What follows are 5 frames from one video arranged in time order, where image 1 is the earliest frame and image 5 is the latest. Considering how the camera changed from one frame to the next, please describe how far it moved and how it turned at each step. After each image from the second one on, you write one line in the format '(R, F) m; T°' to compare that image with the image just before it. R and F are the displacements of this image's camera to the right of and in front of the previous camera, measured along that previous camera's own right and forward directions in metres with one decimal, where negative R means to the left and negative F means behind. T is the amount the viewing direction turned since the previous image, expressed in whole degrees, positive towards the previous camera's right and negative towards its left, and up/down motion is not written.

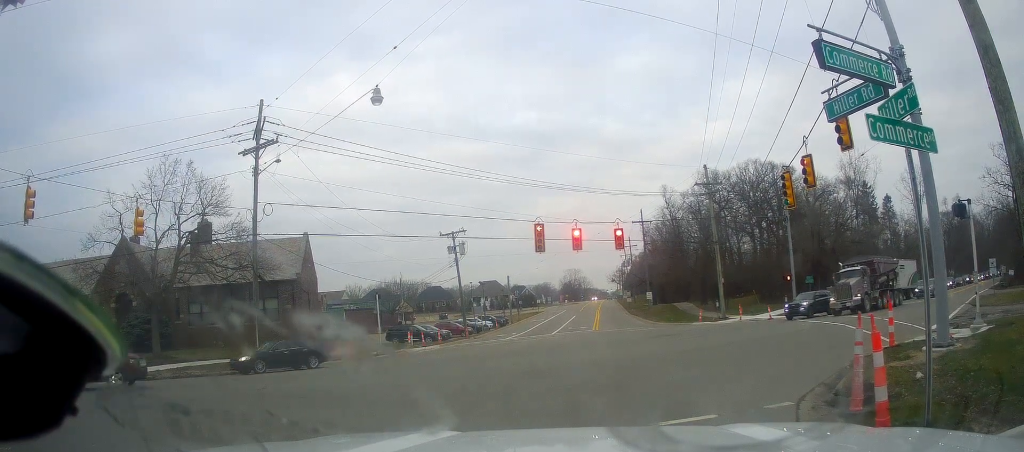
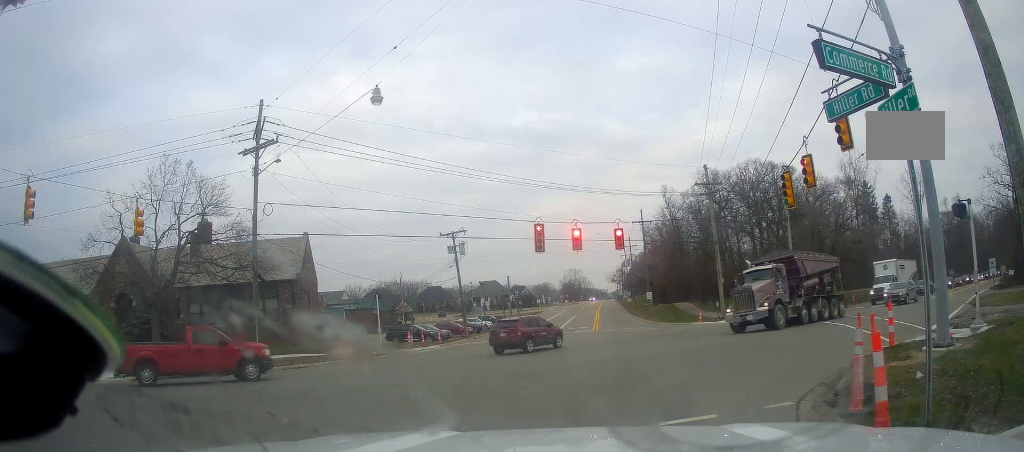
(0.0, 0.0) m; 0°
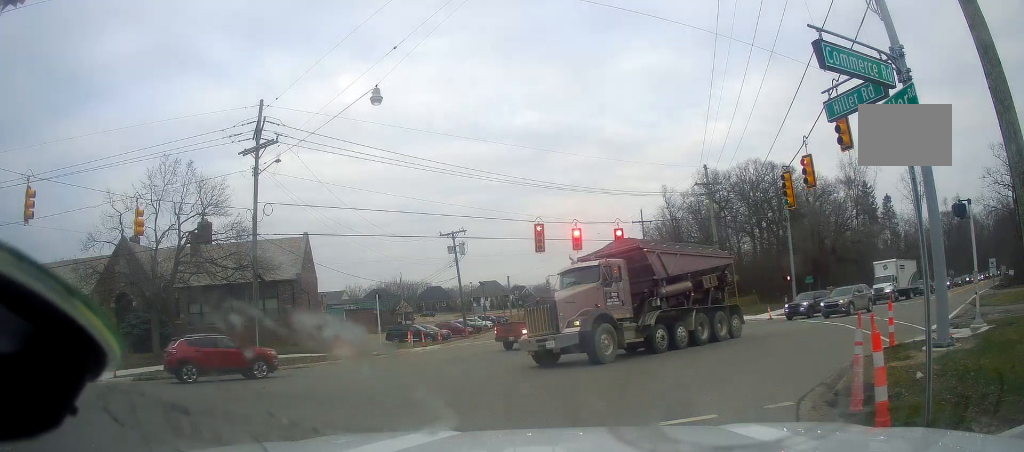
(0.0, 0.0) m; 0°
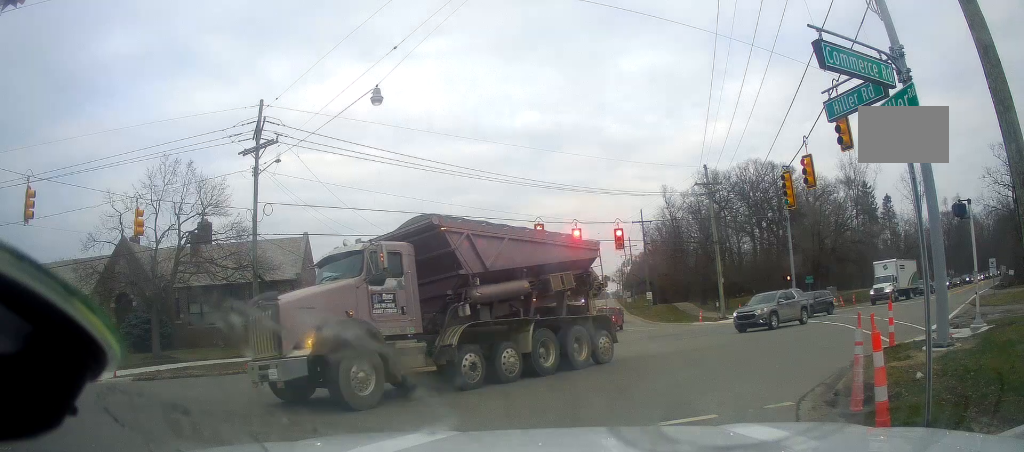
(0.0, 0.0) m; 0°
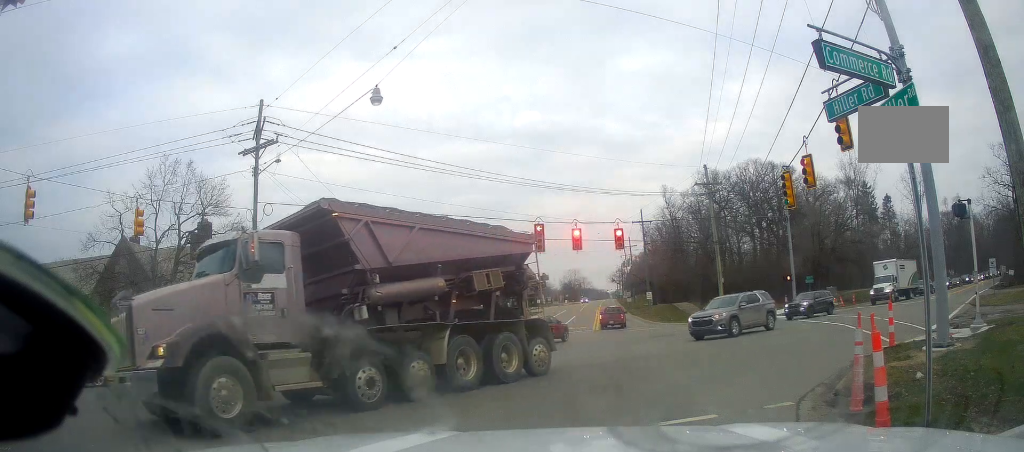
(0.0, 0.0) m; 0°
